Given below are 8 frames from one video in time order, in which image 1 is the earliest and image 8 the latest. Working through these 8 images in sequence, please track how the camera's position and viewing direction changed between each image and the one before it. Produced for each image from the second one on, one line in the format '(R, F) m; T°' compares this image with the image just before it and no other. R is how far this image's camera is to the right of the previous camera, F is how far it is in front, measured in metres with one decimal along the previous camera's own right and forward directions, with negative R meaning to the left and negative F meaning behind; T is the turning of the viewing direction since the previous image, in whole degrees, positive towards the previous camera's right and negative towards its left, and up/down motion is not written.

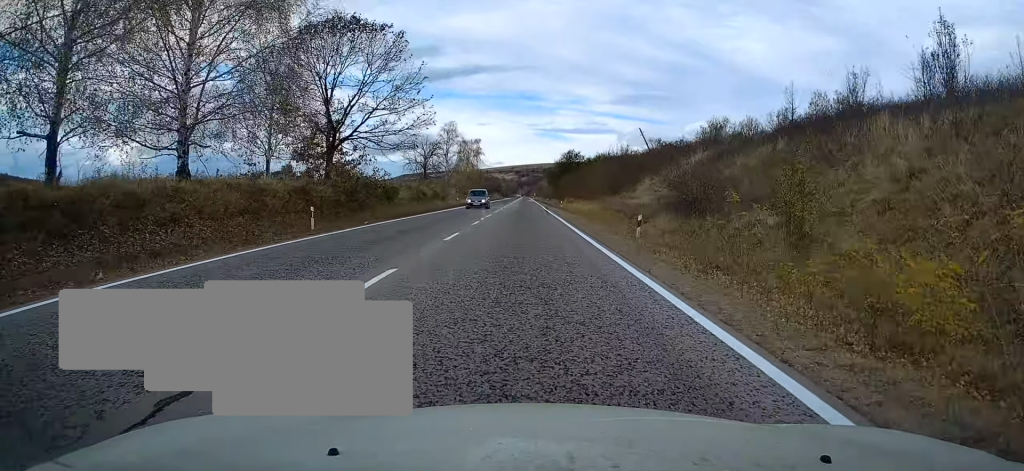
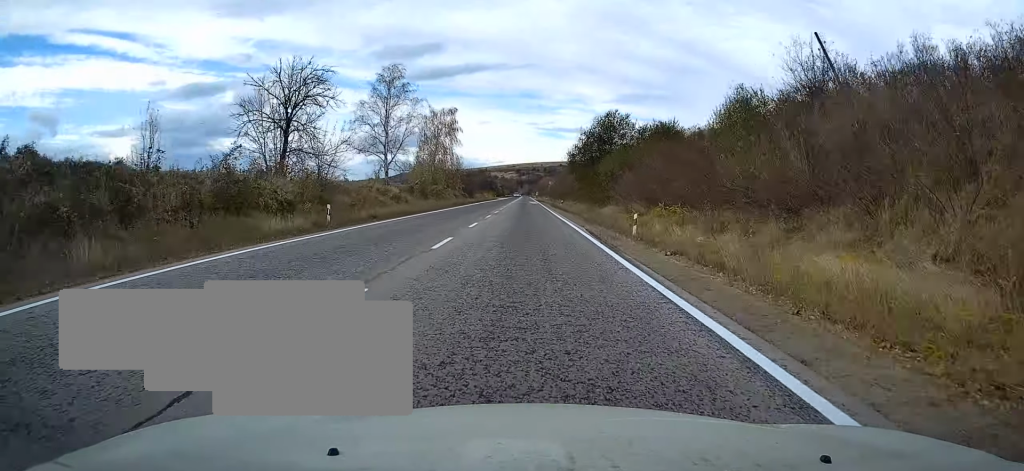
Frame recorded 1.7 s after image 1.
(-0.2, +47.5) m; -1°
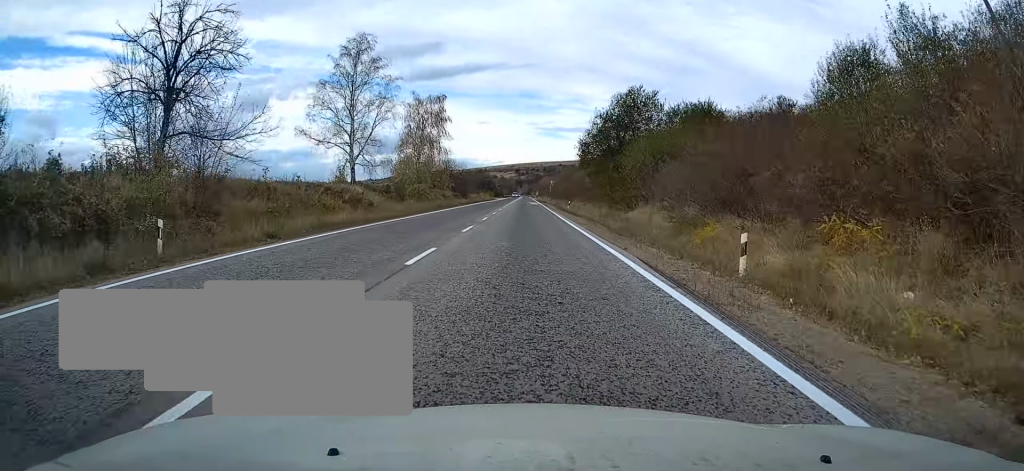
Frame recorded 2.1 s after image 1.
(0.0, +12.1) m; 0°
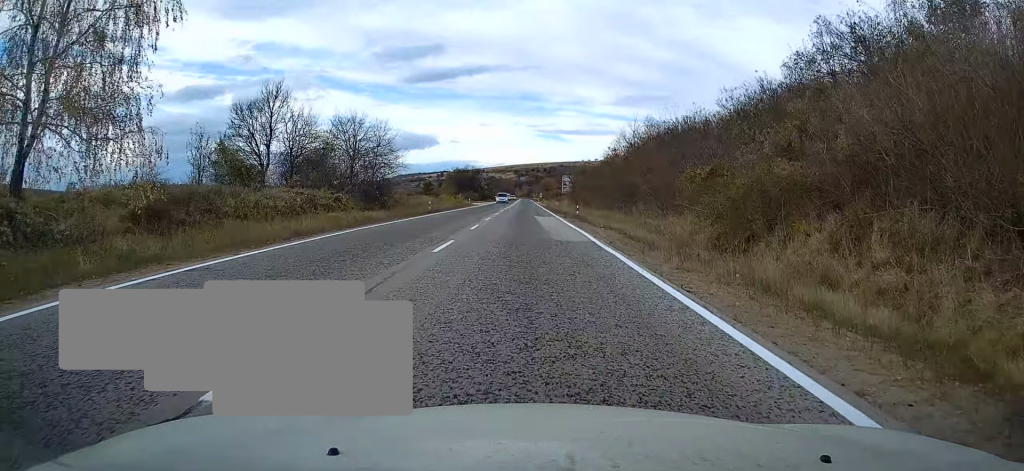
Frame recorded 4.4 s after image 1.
(+0.4, +61.7) m; +1°
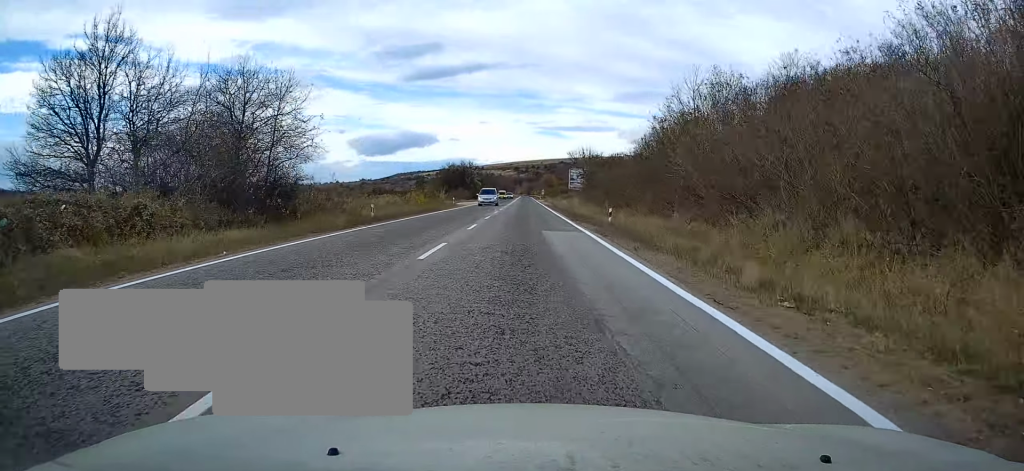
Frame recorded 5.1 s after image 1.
(-0.2, +19.1) m; 0°
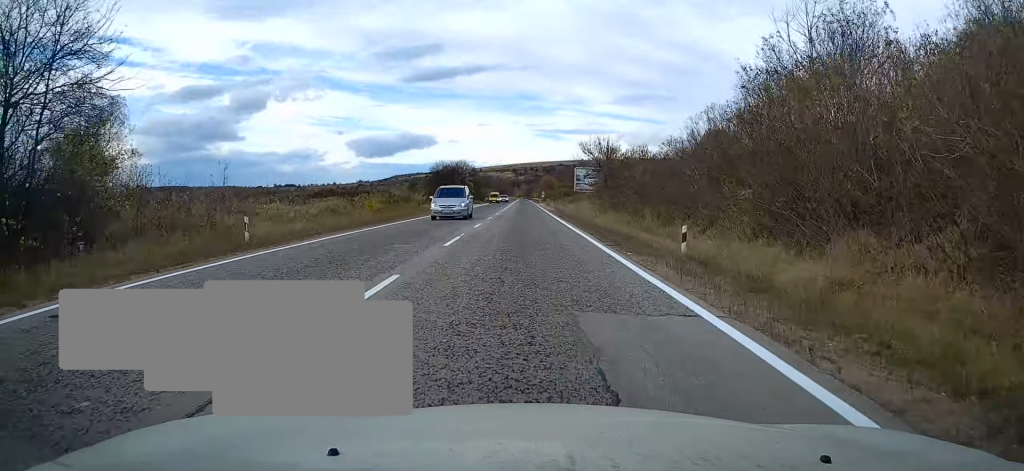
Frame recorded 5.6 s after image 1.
(+0.2, +14.5) m; 0°
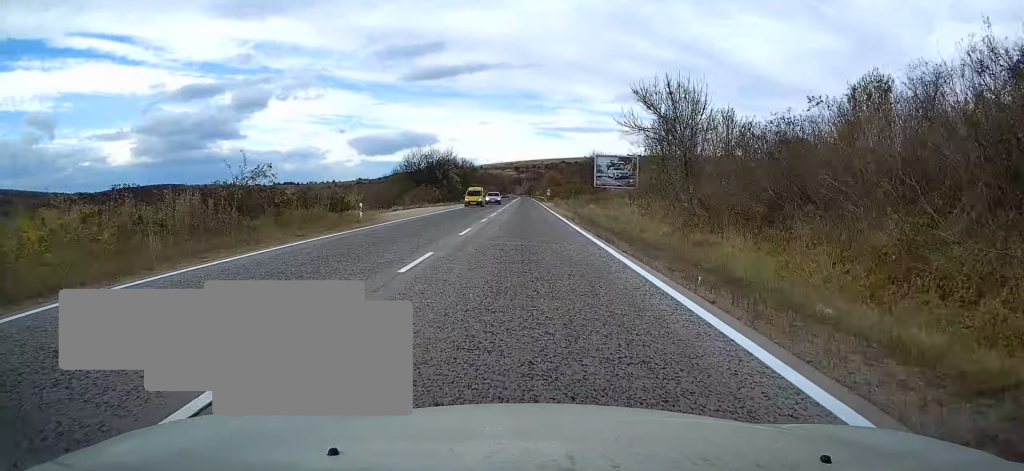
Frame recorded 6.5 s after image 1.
(0.0, +23.5) m; 0°
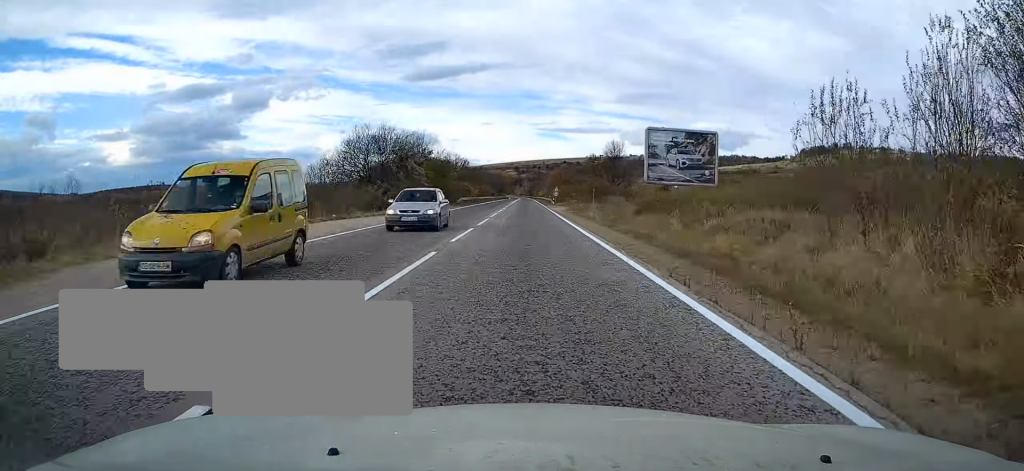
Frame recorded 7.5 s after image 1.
(0.0, +27.3) m; 0°
